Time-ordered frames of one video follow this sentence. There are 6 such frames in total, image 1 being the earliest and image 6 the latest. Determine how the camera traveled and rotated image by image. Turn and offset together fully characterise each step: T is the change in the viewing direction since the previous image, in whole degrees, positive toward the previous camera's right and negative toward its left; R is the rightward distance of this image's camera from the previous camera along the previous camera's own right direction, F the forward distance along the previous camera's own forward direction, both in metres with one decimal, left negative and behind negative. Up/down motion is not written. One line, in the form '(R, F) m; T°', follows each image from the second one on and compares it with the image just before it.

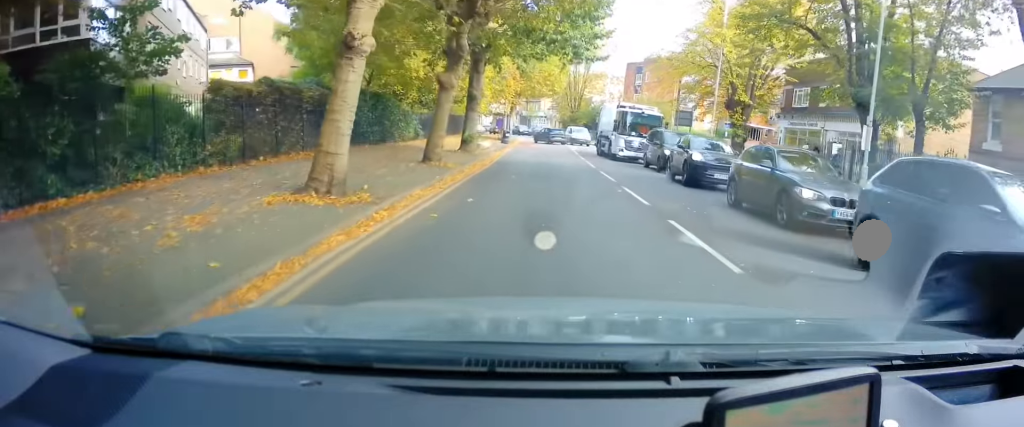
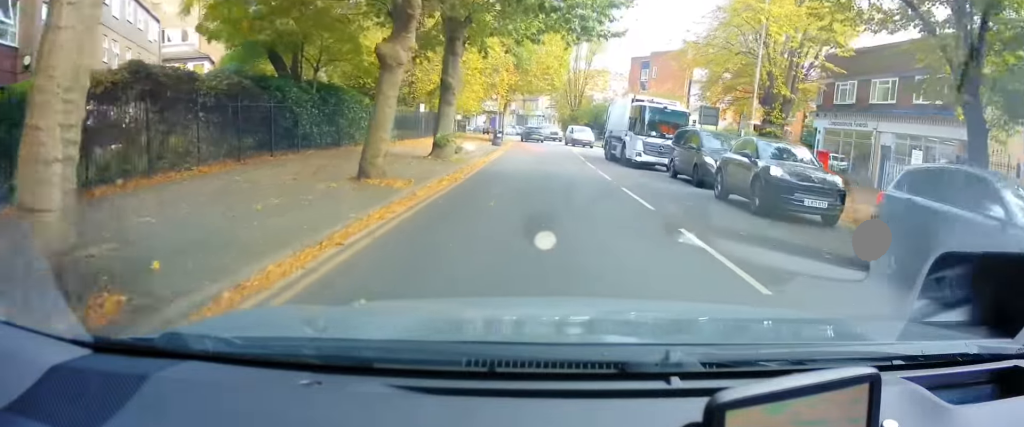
(-0.2, +5.8) m; -1°
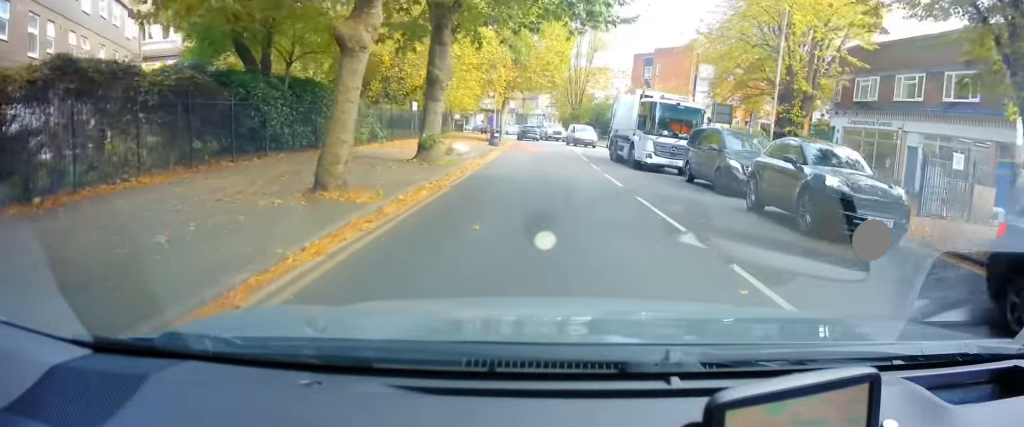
(0.0, +2.2) m; 0°
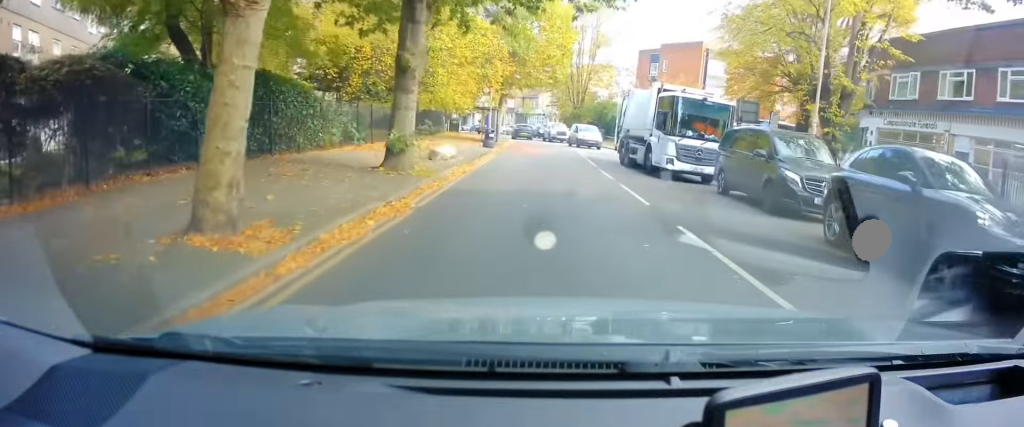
(0.0, +3.5) m; -1°
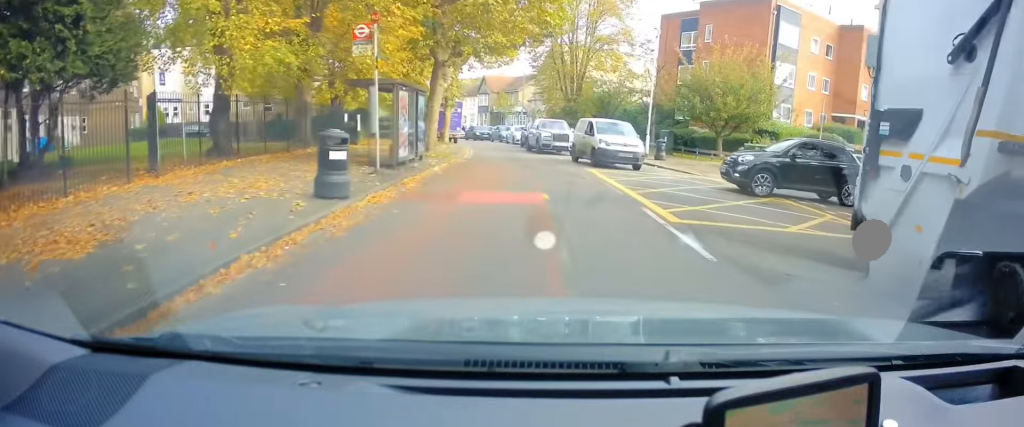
(-0.3, +19.6) m; +2°
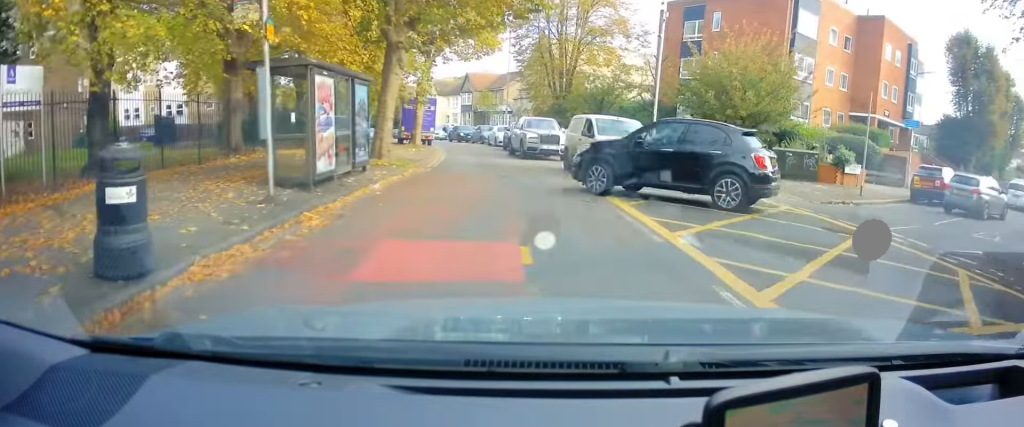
(-0.3, +6.8) m; 0°
